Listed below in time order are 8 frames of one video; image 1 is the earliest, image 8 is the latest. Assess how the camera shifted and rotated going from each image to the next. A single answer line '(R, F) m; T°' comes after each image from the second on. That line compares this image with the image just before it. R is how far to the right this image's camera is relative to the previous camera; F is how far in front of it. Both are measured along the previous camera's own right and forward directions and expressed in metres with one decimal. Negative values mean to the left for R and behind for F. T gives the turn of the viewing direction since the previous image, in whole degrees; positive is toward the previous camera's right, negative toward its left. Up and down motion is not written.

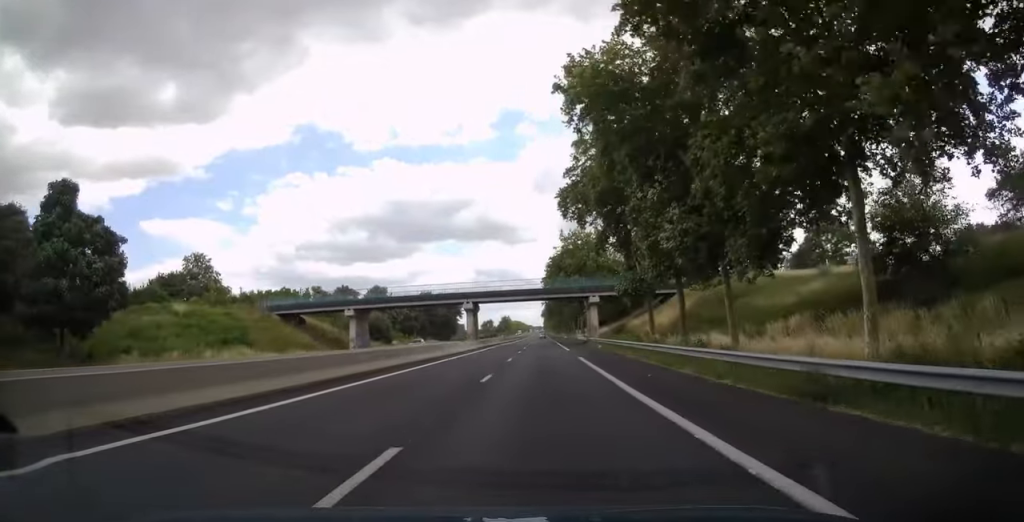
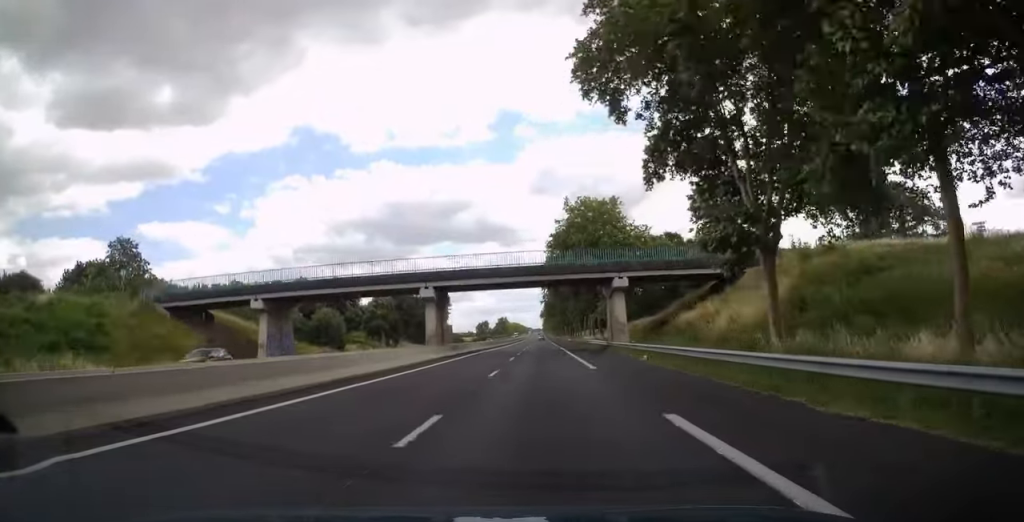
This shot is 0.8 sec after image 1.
(-0.1, +23.2) m; 0°
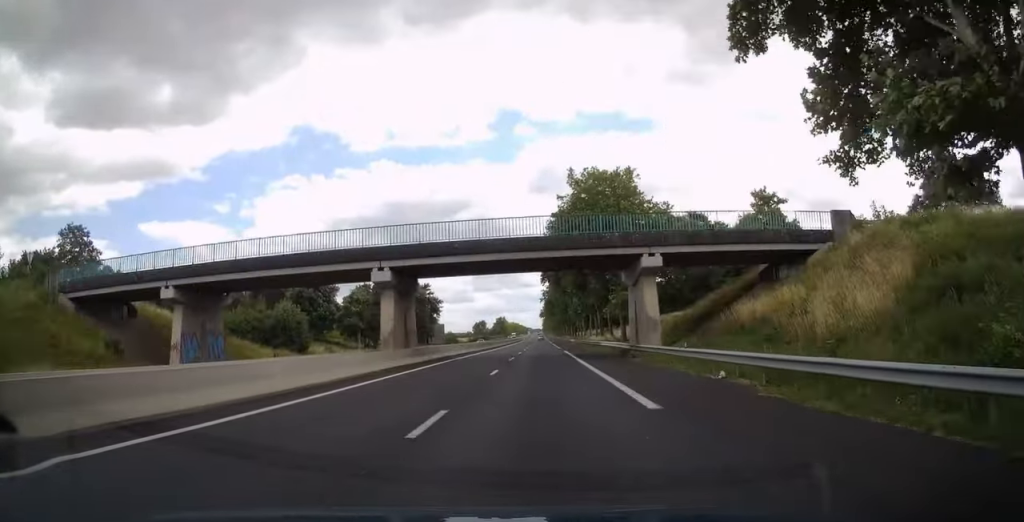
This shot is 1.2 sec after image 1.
(0.0, +12.3) m; 0°
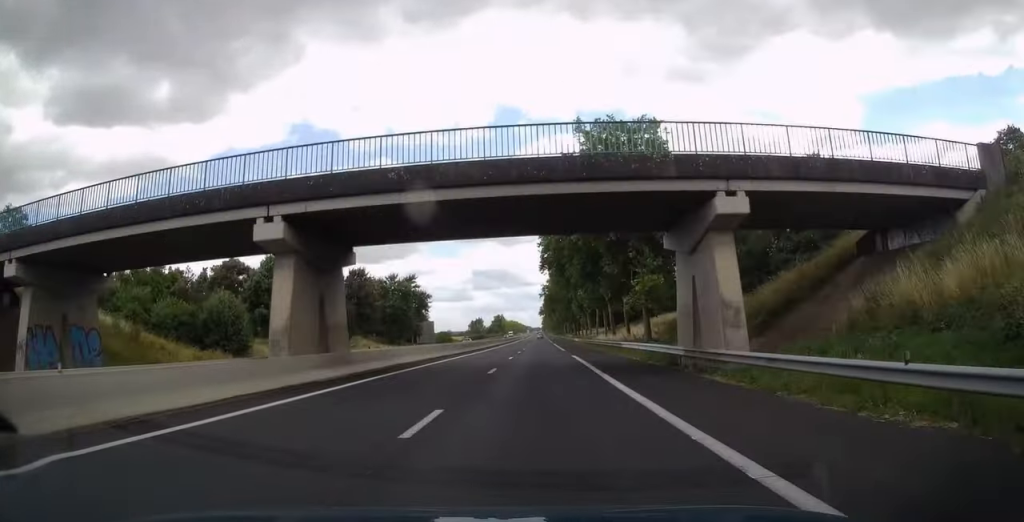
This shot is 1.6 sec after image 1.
(+0.1, +13.3) m; 0°
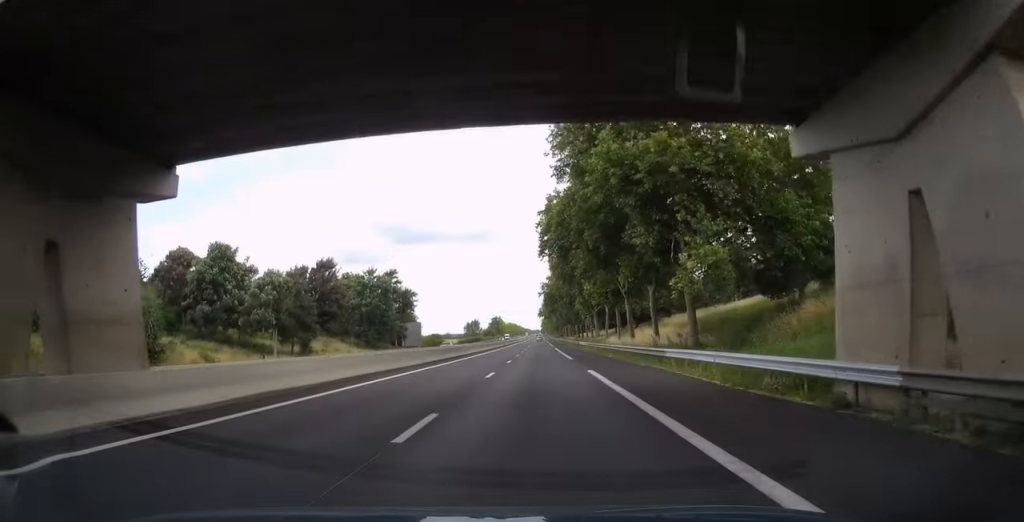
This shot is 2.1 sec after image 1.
(0.0, +13.3) m; 0°
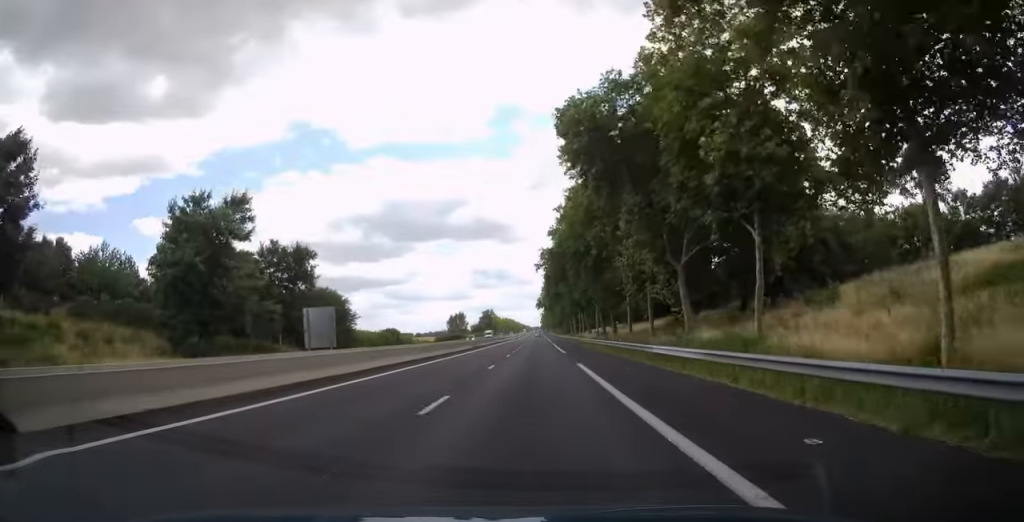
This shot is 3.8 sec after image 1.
(+0.3, +49.6) m; 0°
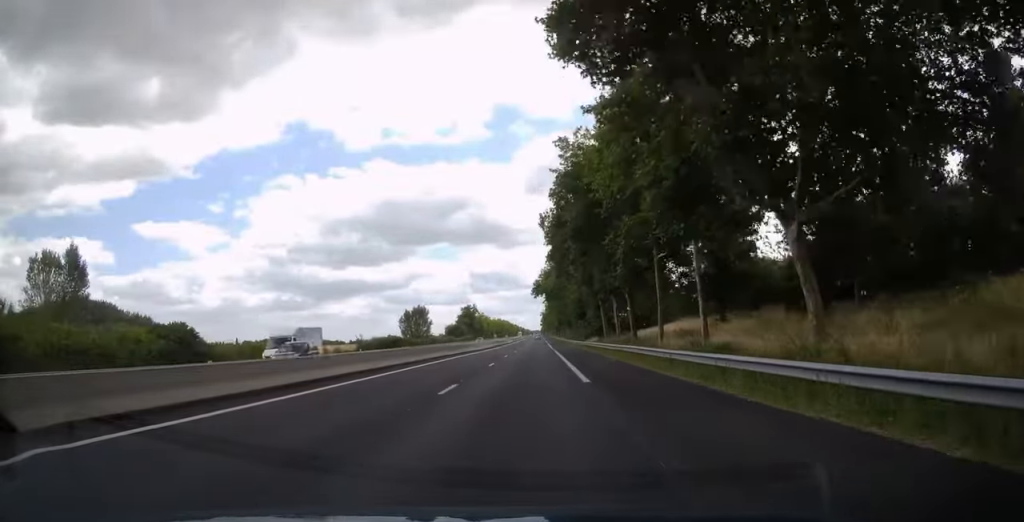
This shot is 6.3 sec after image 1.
(-0.2, +74.3) m; 0°
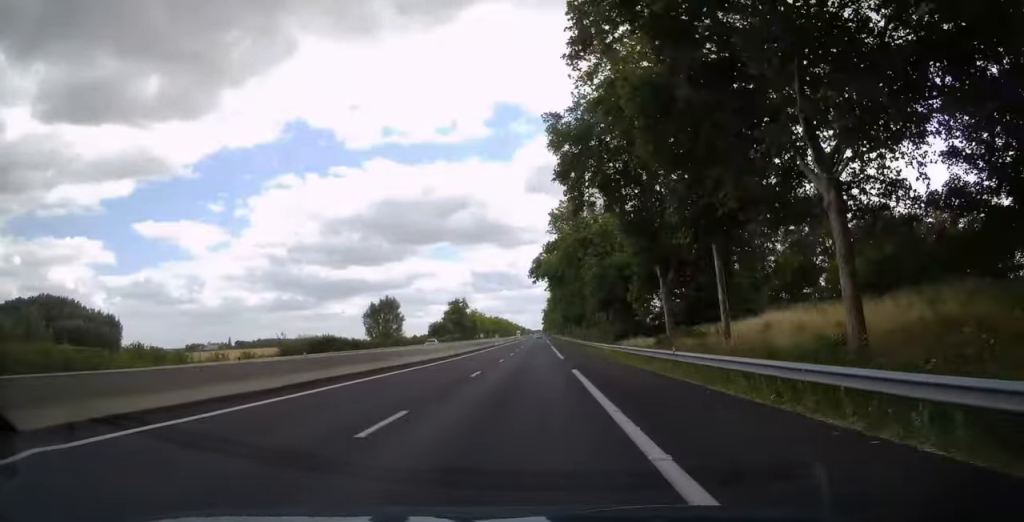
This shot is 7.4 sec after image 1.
(0.0, +32.3) m; 0°
